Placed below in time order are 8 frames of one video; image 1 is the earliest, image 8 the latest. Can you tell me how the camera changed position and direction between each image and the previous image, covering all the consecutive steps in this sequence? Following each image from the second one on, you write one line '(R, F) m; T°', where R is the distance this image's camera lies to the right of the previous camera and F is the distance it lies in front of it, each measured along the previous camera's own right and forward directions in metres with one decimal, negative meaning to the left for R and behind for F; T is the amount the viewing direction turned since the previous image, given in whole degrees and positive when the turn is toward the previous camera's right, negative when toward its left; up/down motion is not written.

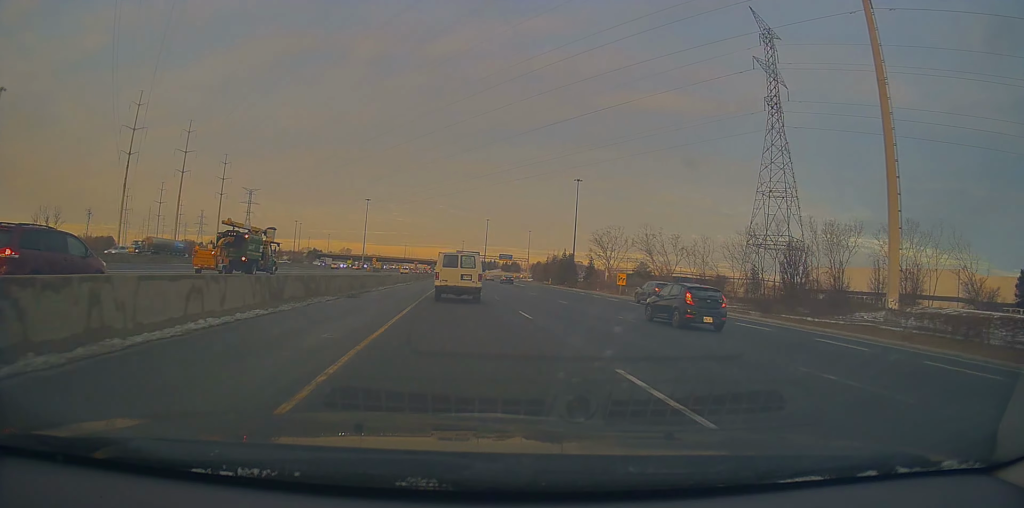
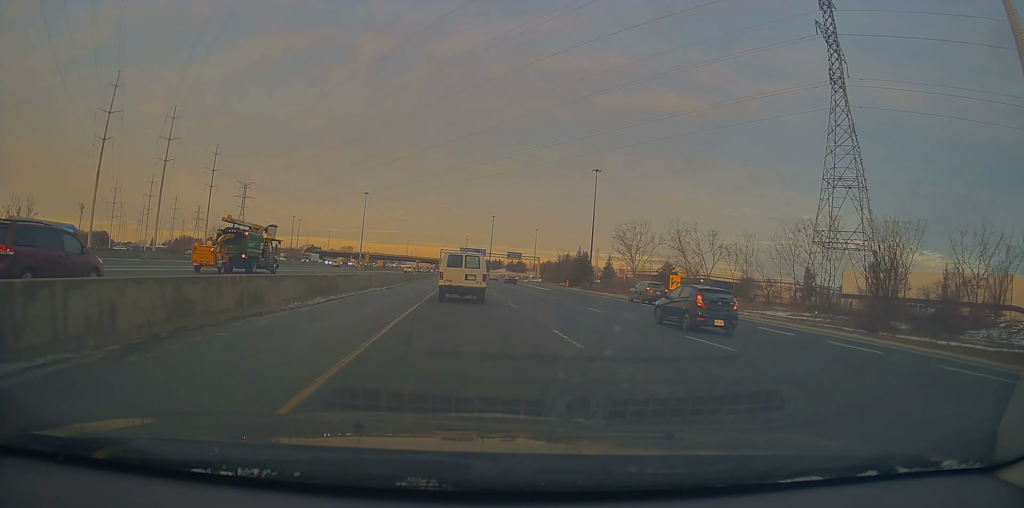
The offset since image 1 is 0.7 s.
(-0.1, +18.3) m; +1°
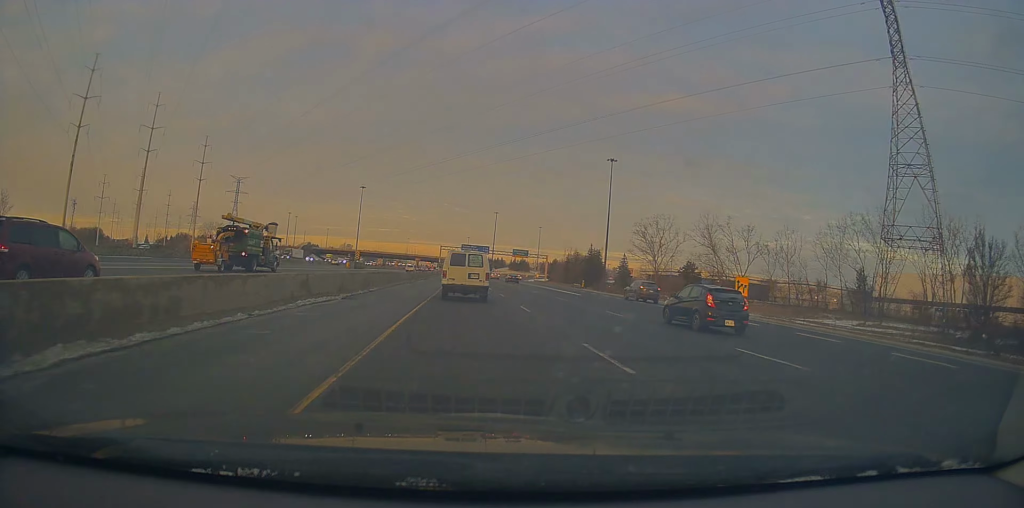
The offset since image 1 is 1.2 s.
(+0.2, +14.7) m; 0°
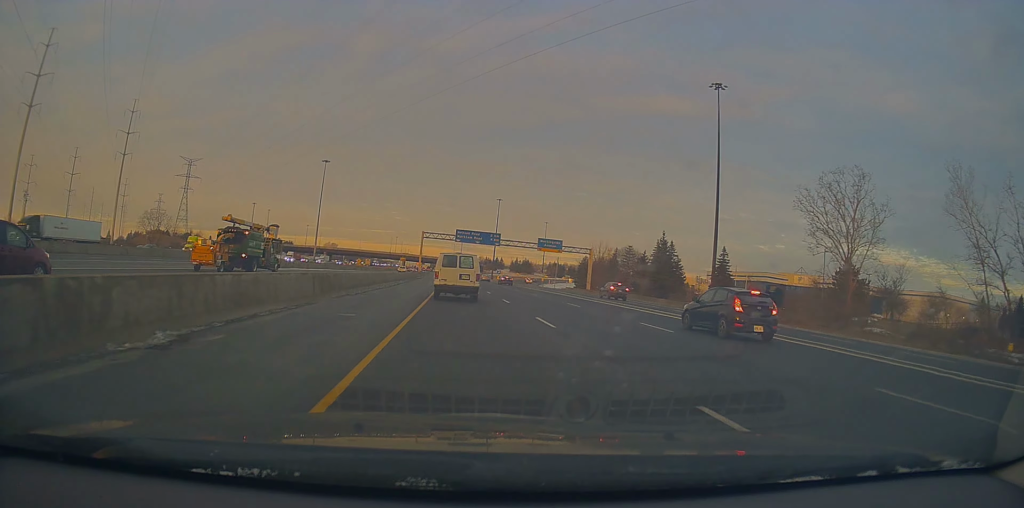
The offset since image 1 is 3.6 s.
(-0.3, +65.2) m; +1°
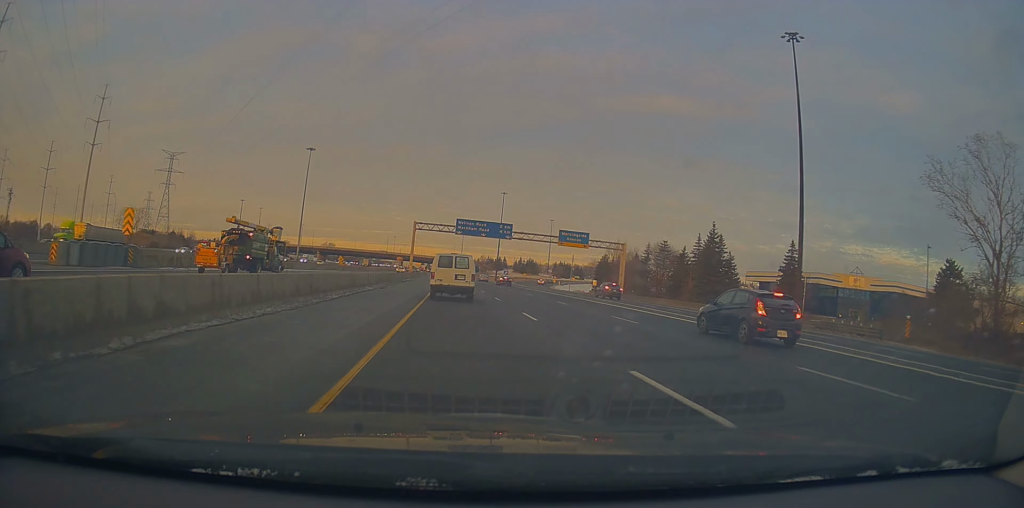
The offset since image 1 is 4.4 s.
(+0.2, +21.6) m; 0°
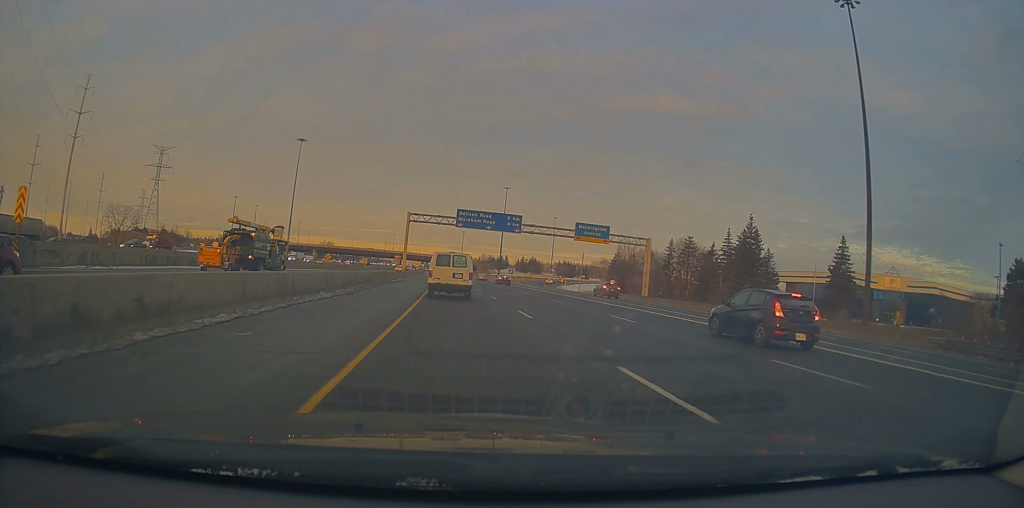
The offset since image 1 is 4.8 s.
(+0.1, +11.7) m; -1°
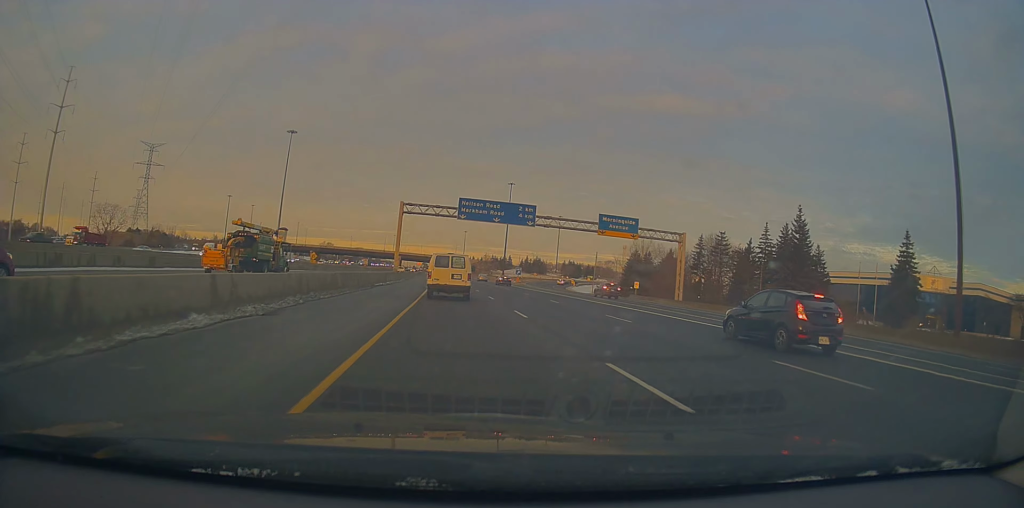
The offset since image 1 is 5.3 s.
(-0.2, +11.7) m; 0°
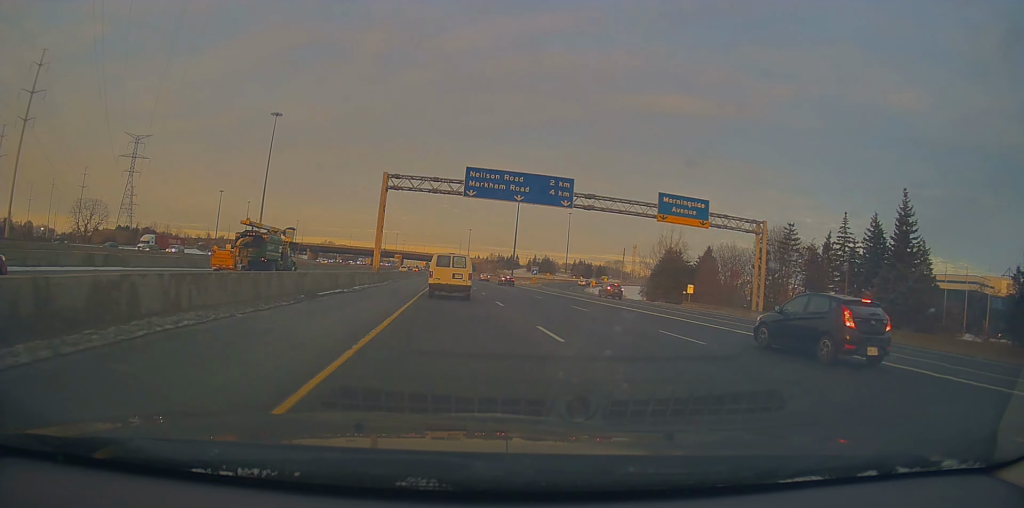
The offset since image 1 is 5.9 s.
(-0.2, +18.0) m; 0°
